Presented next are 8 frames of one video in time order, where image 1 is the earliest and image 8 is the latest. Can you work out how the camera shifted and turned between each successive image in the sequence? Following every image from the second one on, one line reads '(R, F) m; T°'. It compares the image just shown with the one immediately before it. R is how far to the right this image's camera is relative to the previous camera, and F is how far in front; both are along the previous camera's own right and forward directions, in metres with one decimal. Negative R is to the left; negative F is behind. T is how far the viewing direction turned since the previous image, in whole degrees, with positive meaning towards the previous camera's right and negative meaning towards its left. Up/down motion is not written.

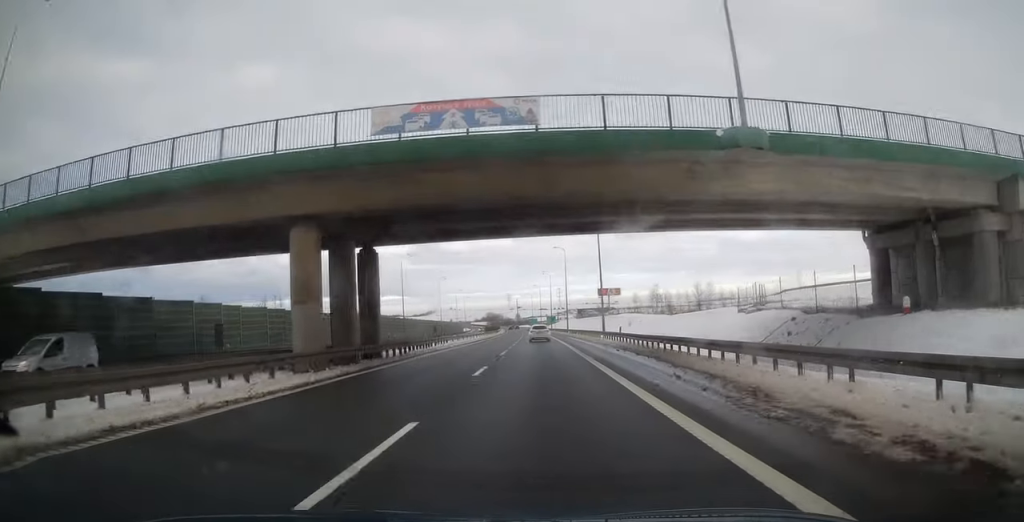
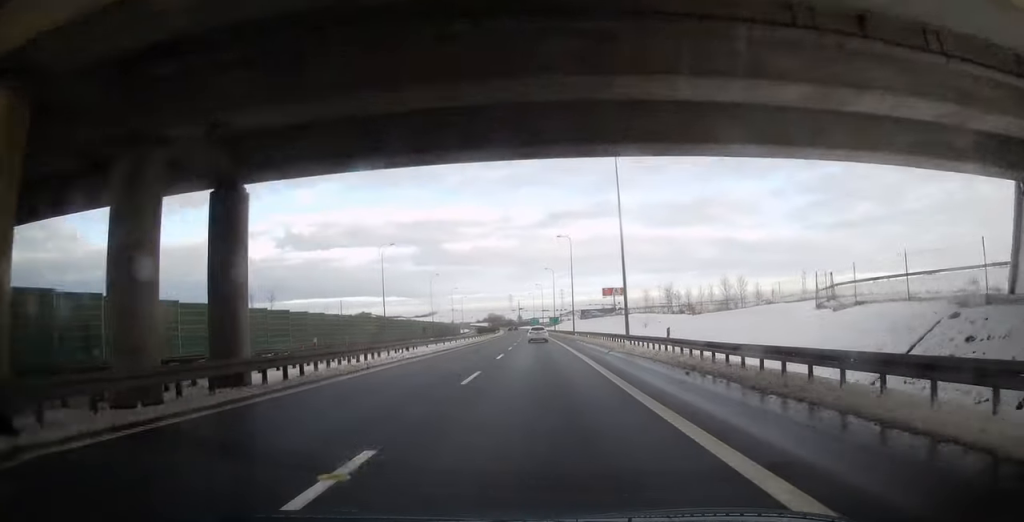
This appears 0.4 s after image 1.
(-0.2, +14.0) m; 0°
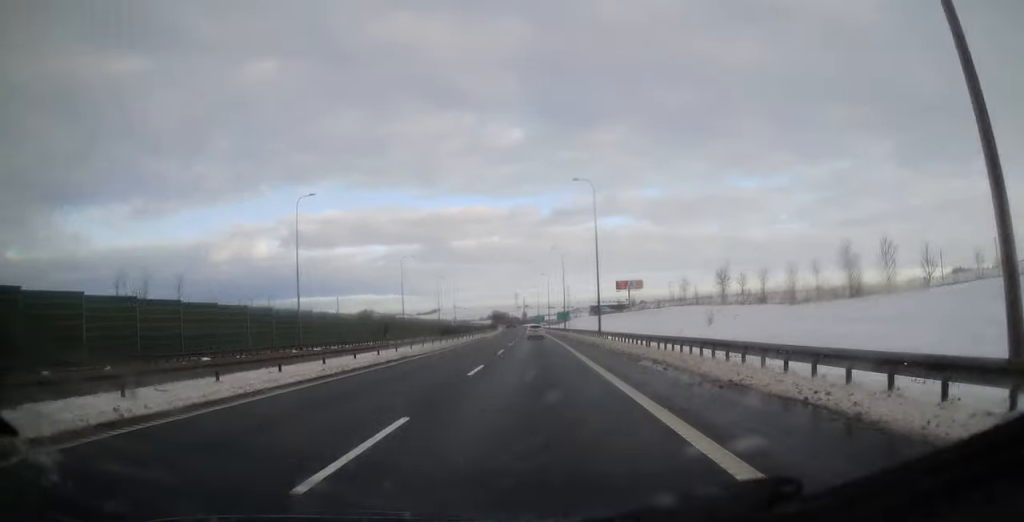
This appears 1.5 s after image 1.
(+0.3, +33.8) m; 0°
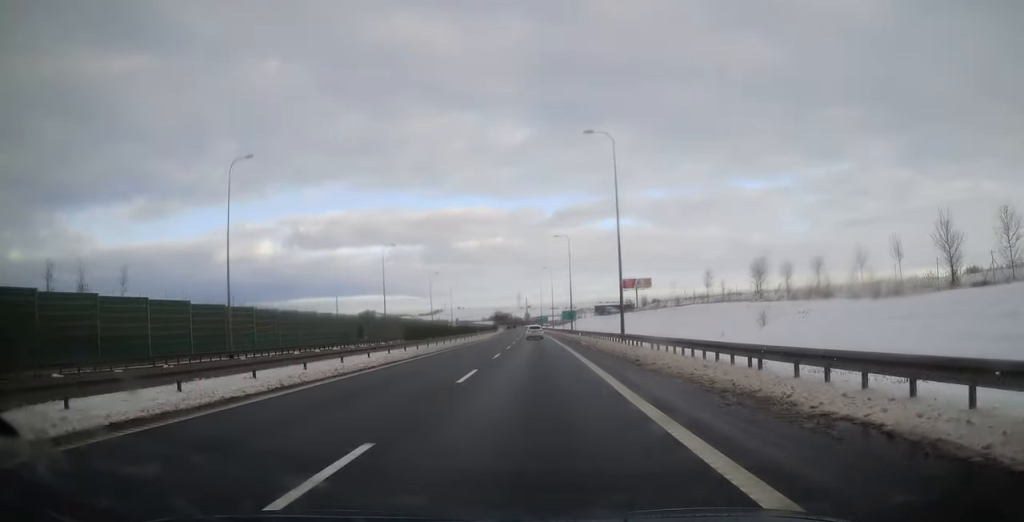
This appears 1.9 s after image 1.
(-0.1, +14.0) m; 0°
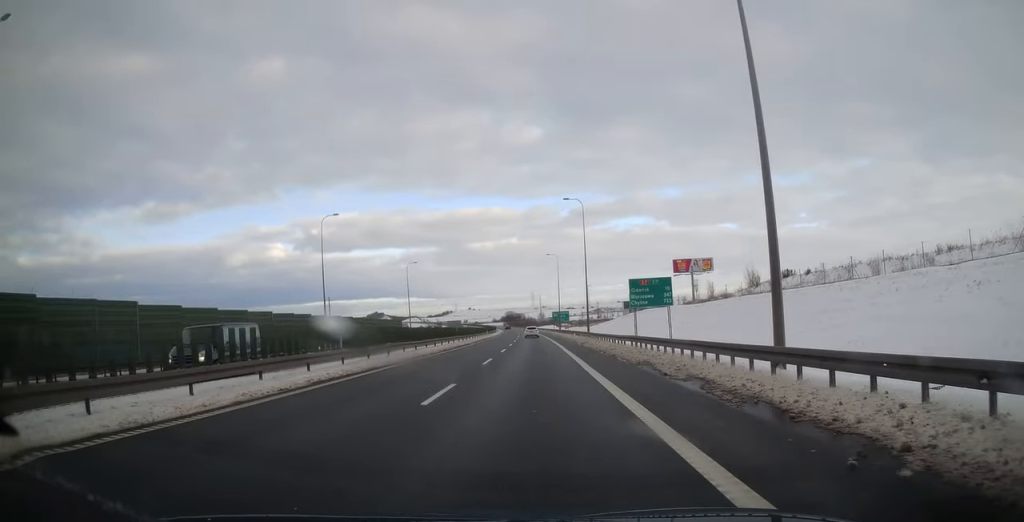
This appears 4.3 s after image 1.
(-1.3, +75.7) m; -2°
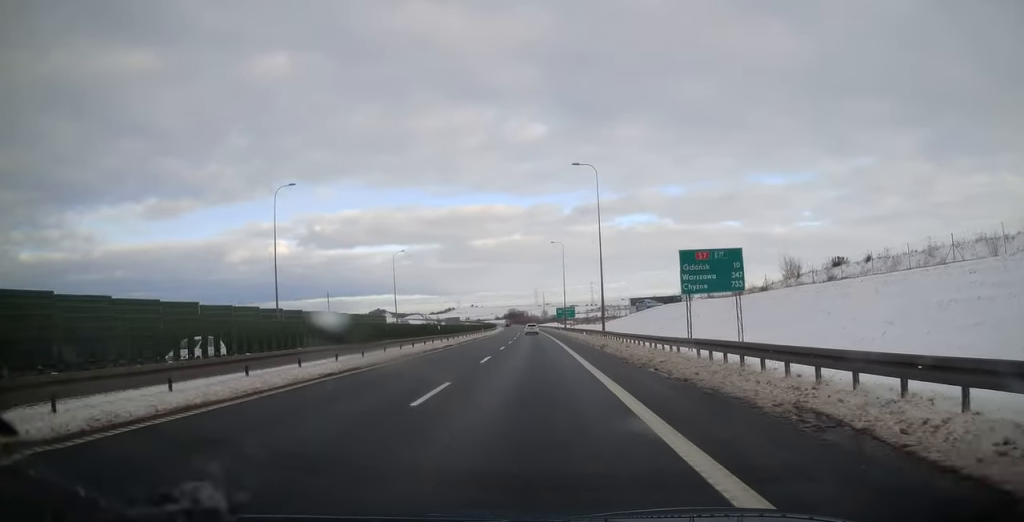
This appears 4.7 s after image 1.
(+0.2, +12.9) m; 0°
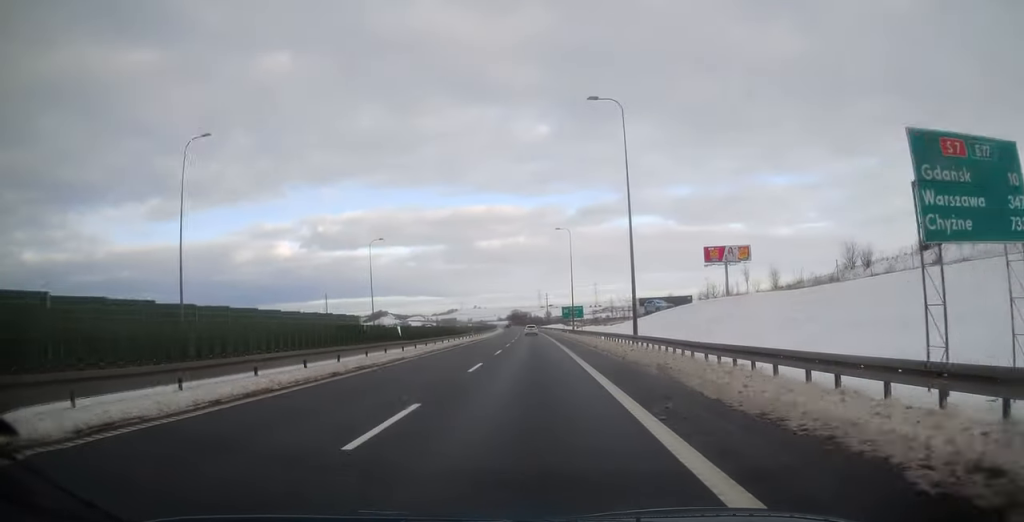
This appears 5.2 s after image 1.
(-0.4, +15.5) m; 0°
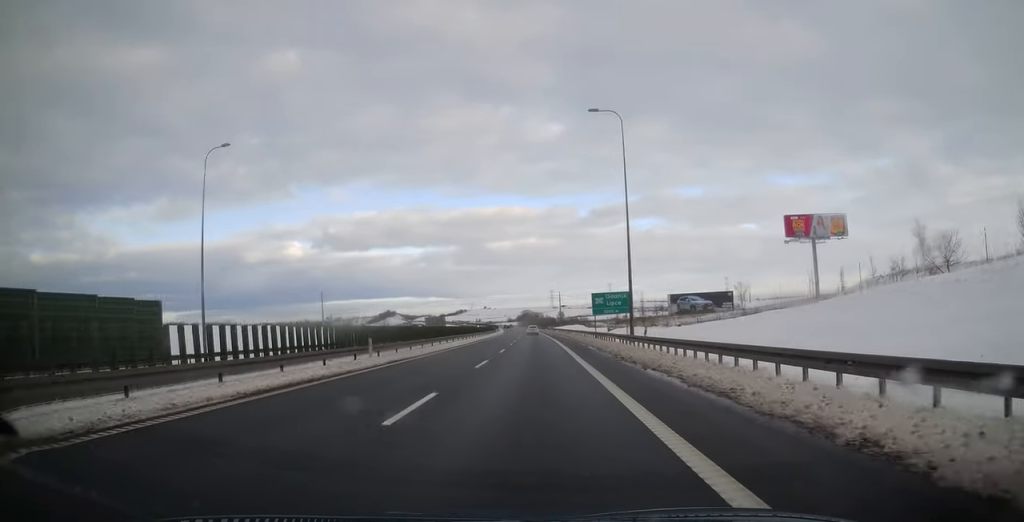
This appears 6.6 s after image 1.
(-0.1, +46.7) m; -1°
